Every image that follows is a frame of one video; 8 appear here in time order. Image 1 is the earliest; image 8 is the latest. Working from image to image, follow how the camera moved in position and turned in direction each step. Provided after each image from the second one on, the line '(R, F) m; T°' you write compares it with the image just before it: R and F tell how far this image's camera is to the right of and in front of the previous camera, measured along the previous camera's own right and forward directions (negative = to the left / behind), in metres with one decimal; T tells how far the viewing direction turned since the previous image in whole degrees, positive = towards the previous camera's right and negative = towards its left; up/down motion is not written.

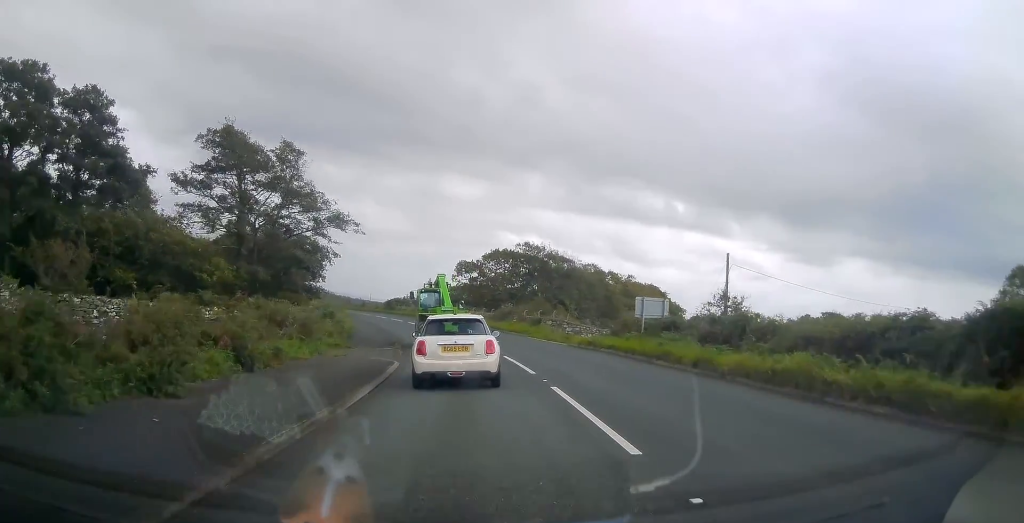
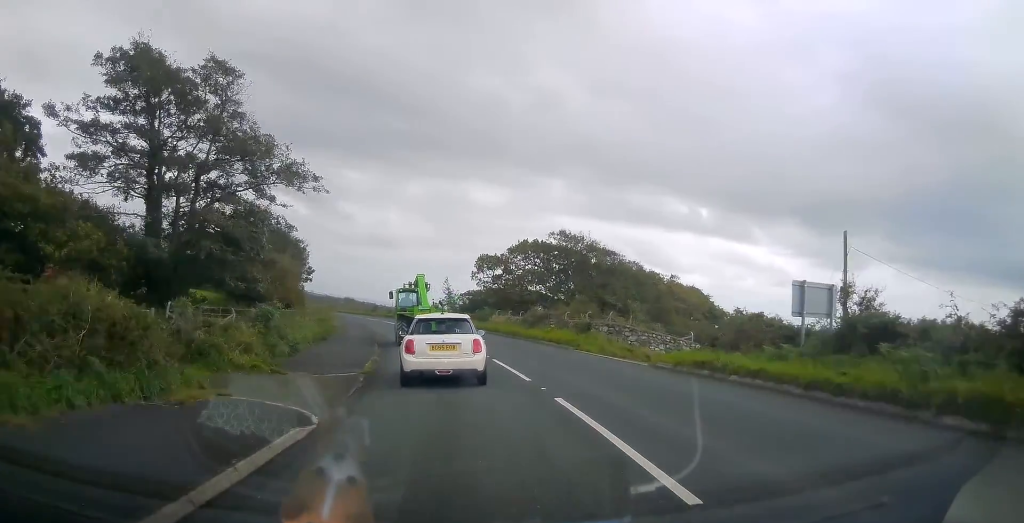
(-0.2, +10.1) m; -3°
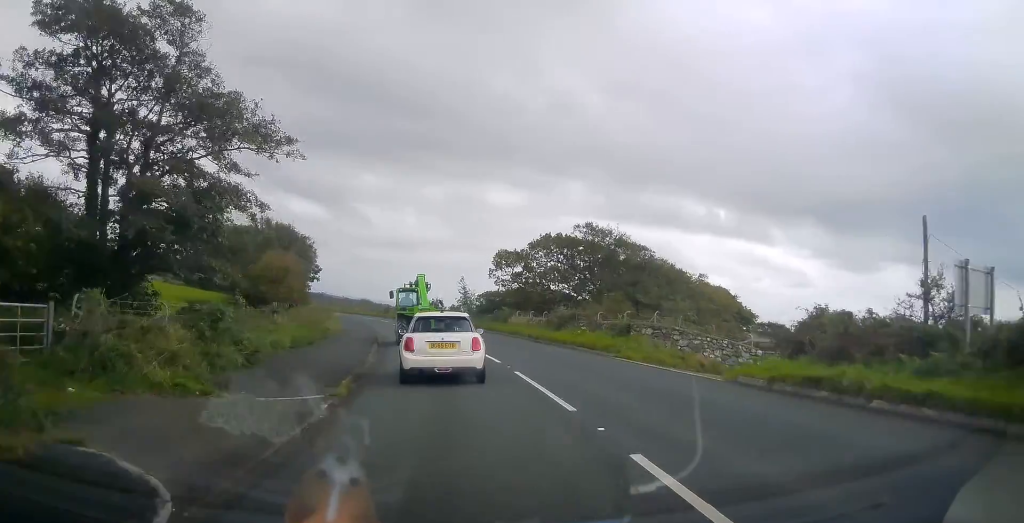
(0.0, +4.4) m; -1°
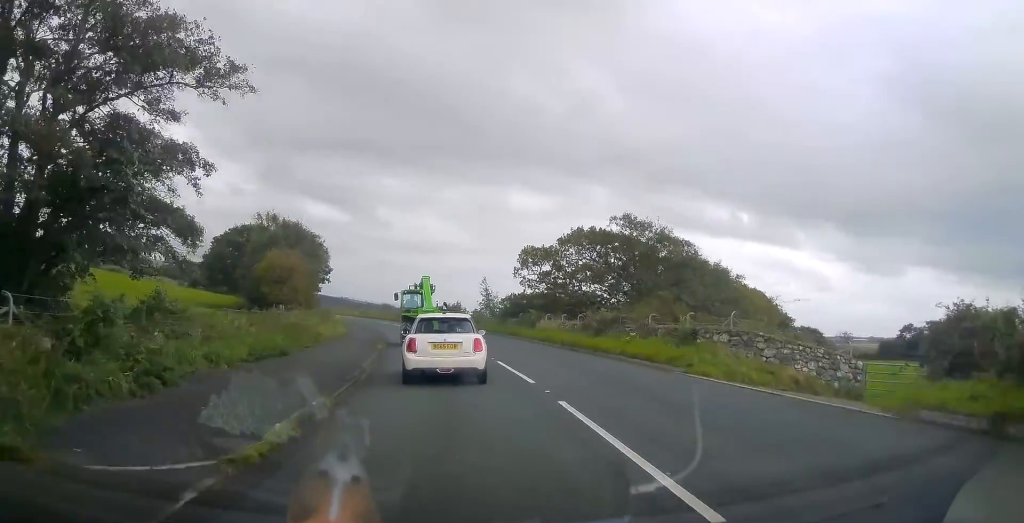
(0.0, +5.0) m; -2°
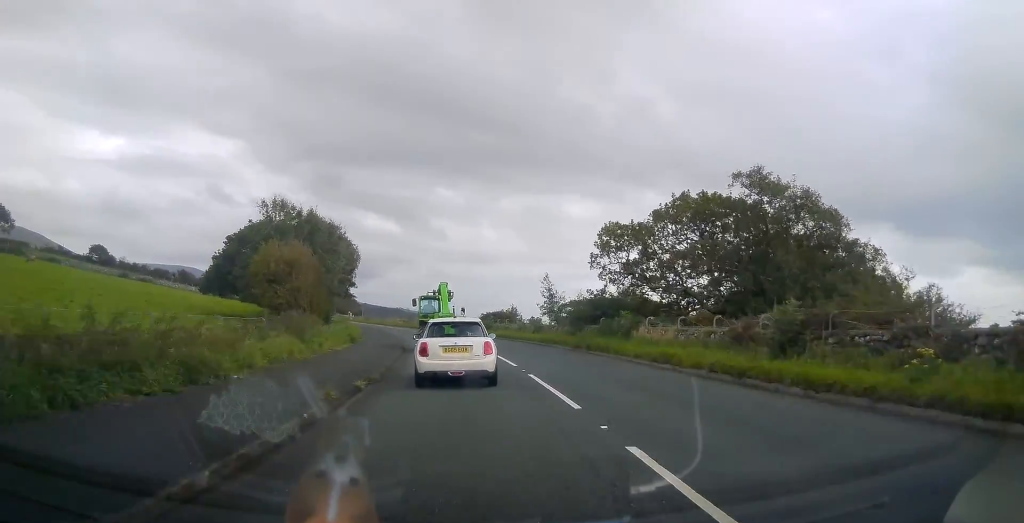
(-0.5, +12.4) m; -5°
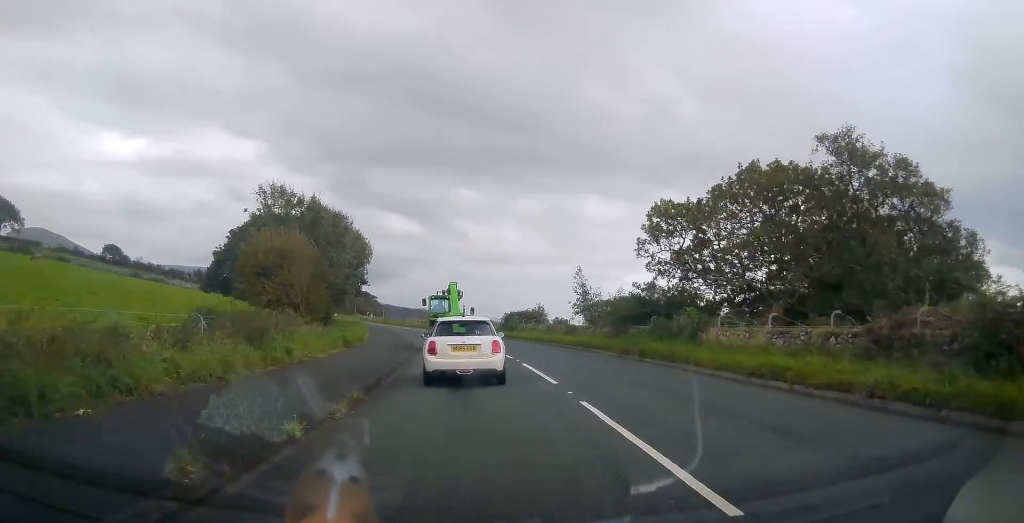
(-0.1, +5.4) m; -2°
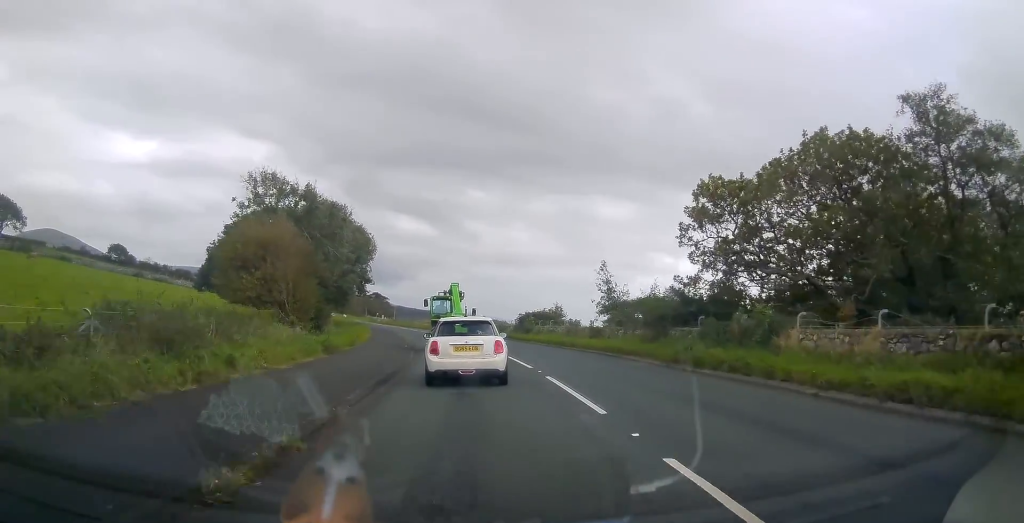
(-0.1, +4.3) m; -1°
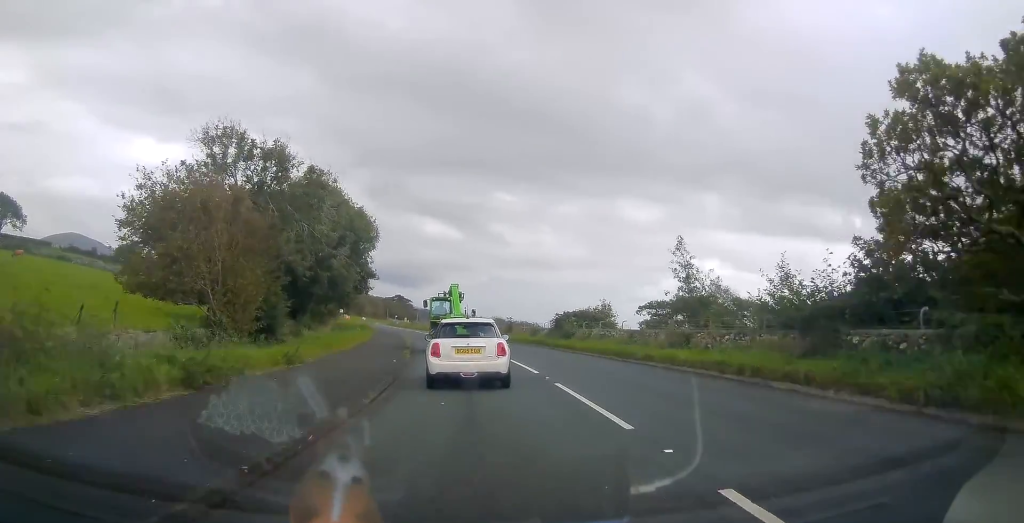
(-0.3, +10.1) m; -3°
